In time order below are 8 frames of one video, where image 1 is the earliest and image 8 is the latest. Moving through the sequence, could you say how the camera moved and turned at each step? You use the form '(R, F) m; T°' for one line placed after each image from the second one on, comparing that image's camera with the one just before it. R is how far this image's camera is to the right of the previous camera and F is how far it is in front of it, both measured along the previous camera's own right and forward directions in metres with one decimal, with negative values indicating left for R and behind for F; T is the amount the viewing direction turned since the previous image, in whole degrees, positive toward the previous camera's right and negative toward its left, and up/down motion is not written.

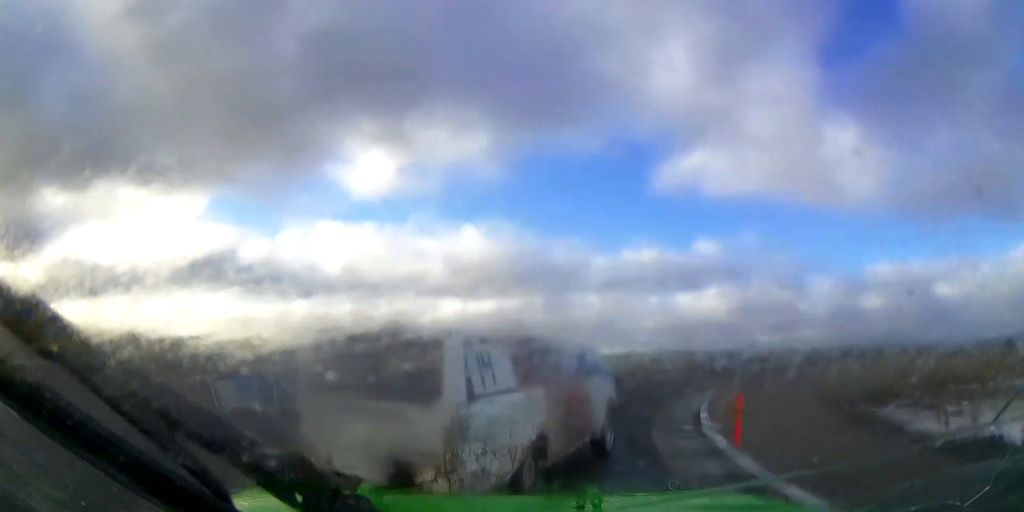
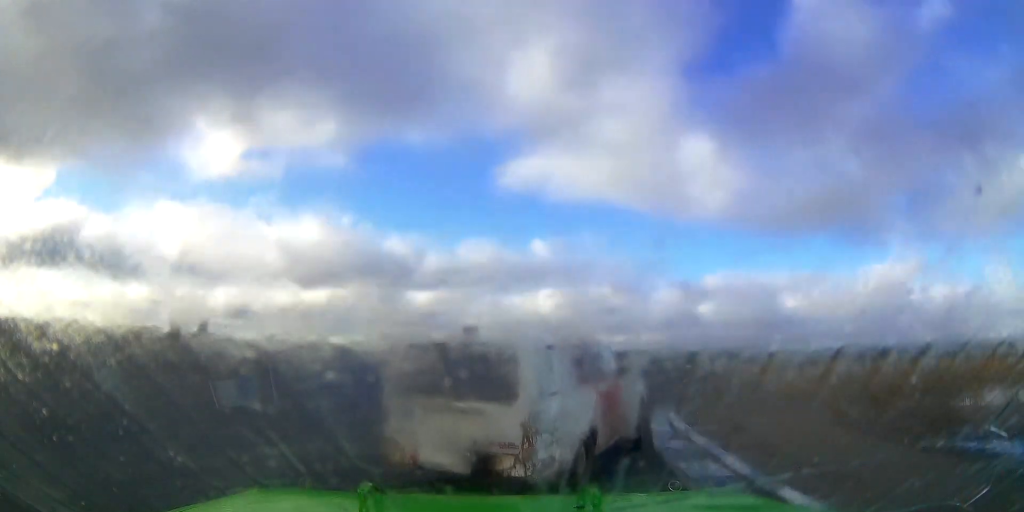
(+0.5, +7.6) m; +10°
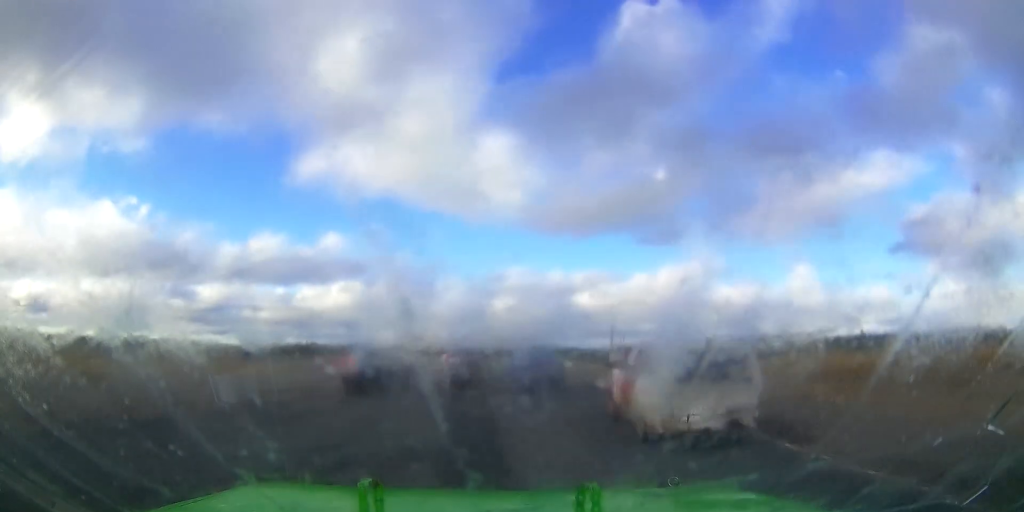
(+2.3, +18.7) m; +11°
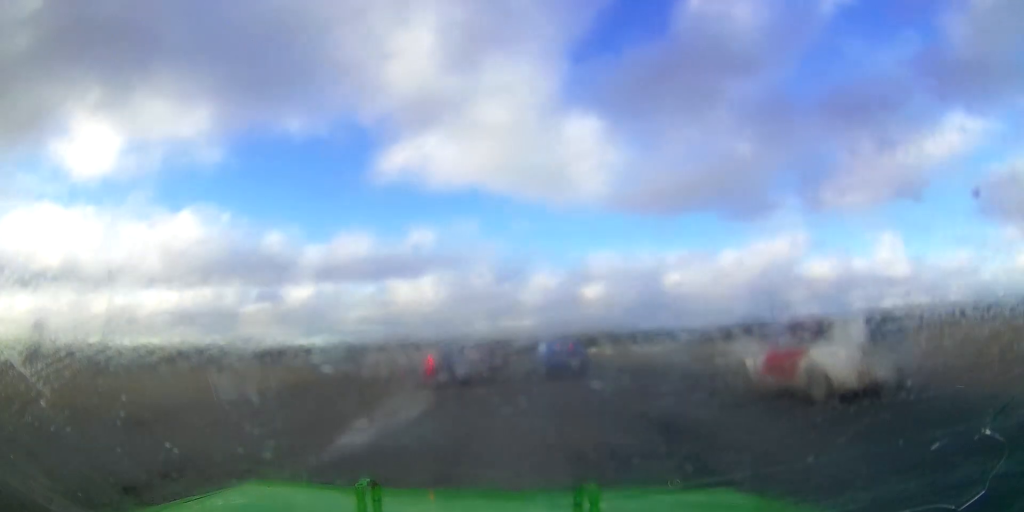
(+0.9, +18.5) m; -5°
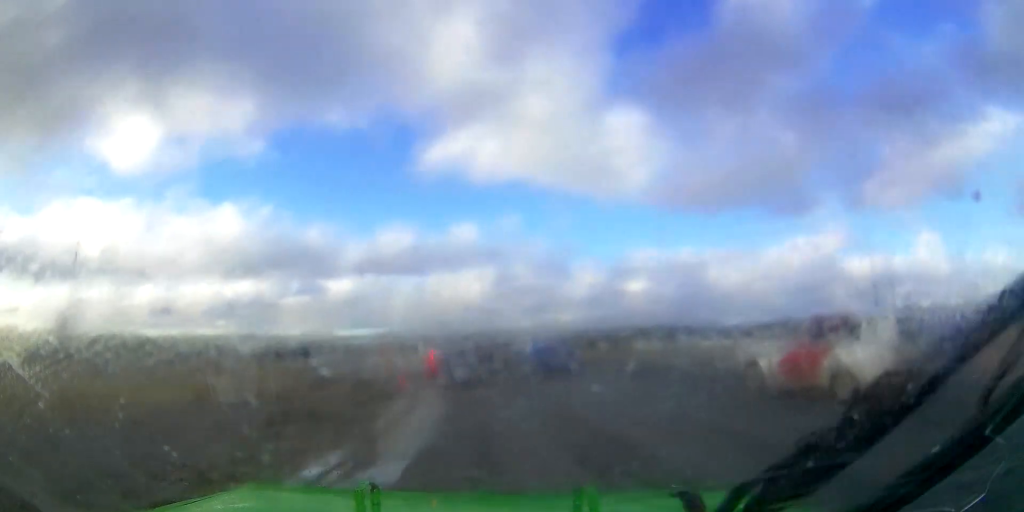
(-1.0, +8.1) m; -8°
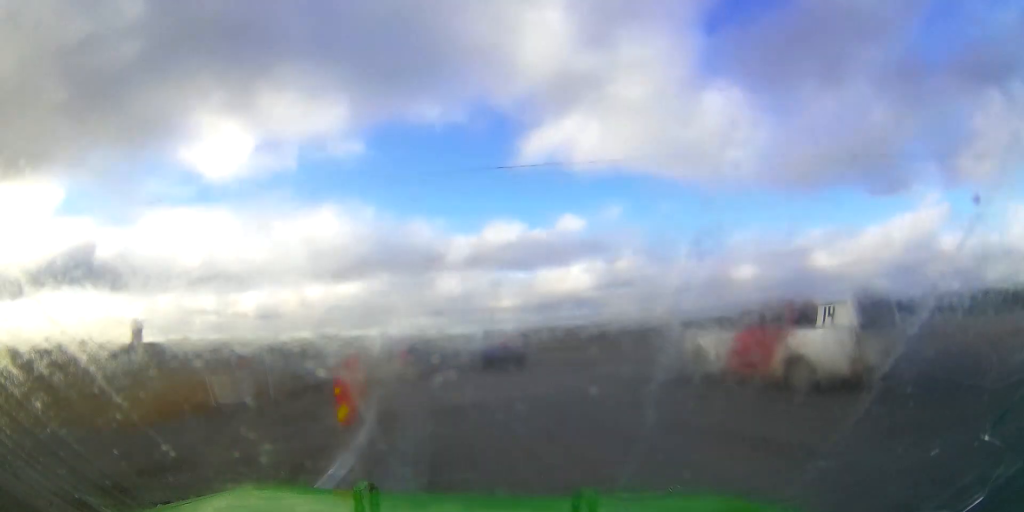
(-1.7, +14.9) m; -21°
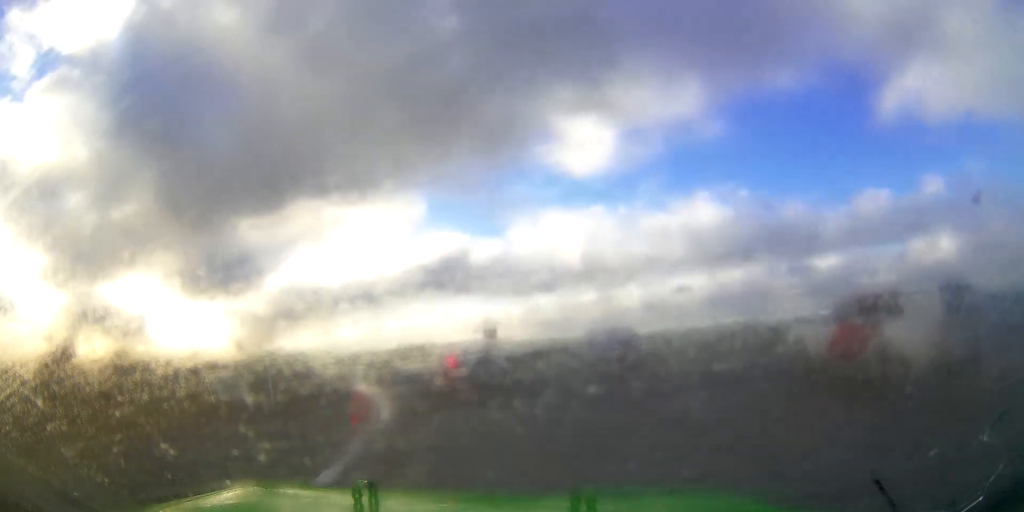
(-8.3, +17.0) m; -49°
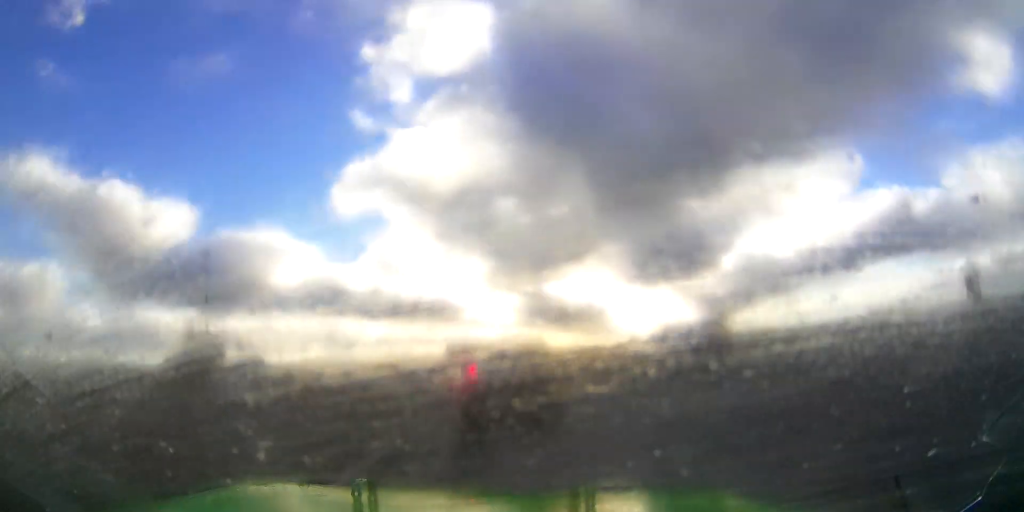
(-8.1, +32.1) m; -18°
